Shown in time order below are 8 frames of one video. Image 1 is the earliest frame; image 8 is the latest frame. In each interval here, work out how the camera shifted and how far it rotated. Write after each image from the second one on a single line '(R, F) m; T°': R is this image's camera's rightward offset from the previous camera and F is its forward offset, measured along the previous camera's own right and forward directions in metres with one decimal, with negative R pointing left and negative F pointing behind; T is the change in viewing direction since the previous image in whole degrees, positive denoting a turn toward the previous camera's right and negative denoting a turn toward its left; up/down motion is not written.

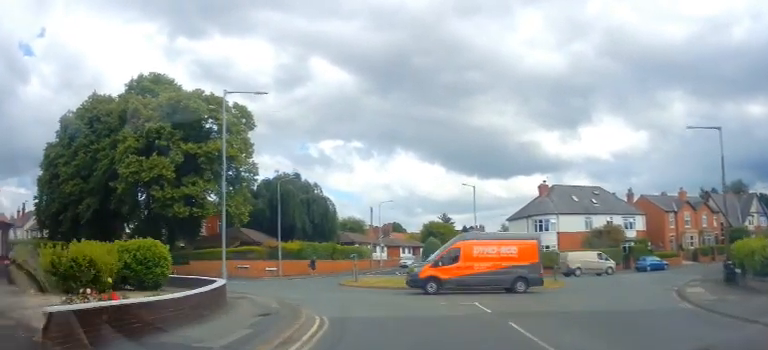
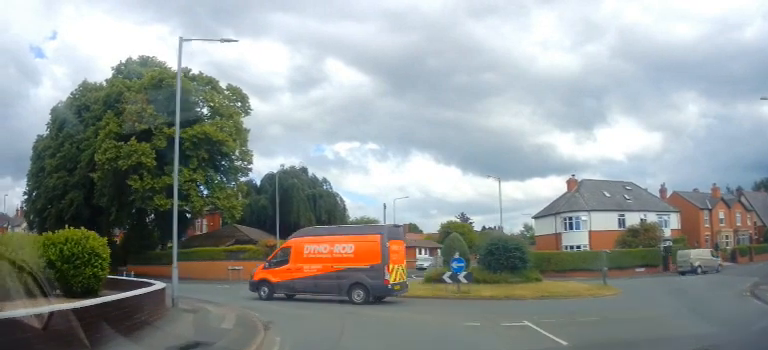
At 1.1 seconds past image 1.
(-0.1, +5.3) m; -2°
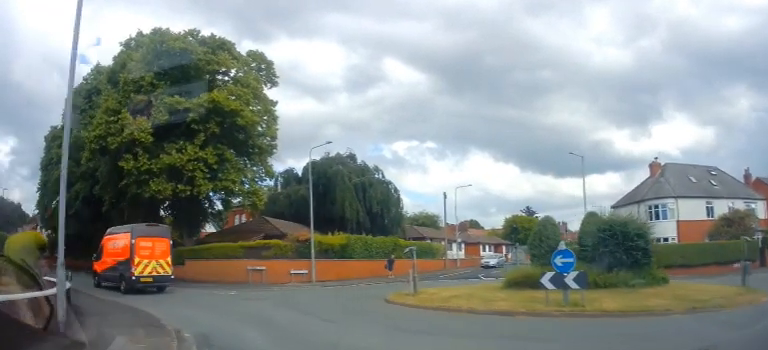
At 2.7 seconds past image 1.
(-0.3, +7.0) m; -8°
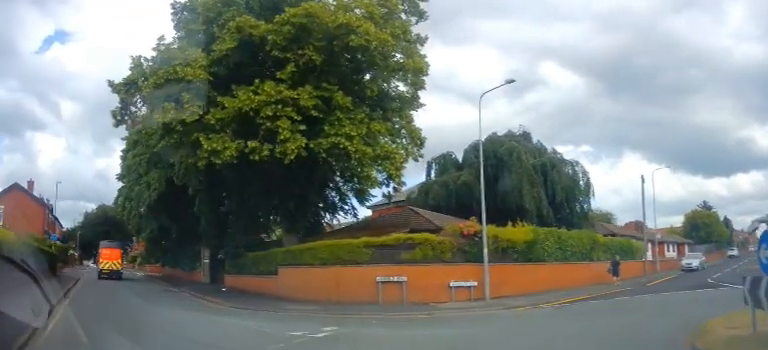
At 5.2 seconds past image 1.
(-0.9, +10.4) m; -4°
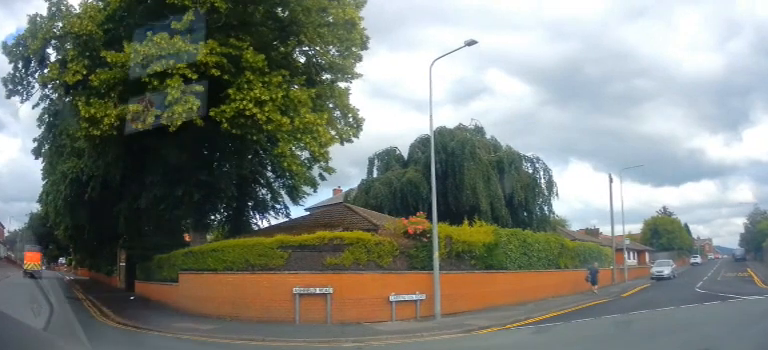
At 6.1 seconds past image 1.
(+0.1, +3.6) m; +9°
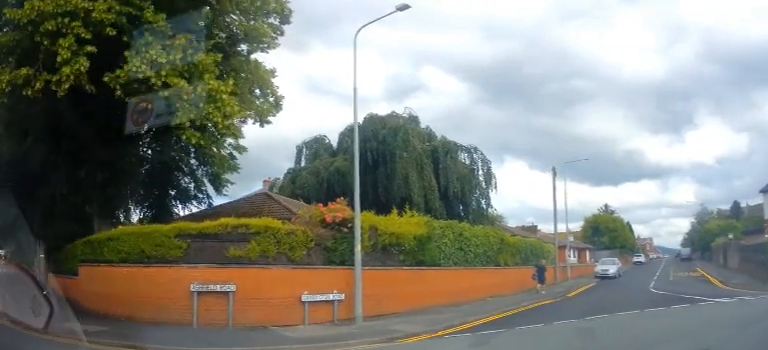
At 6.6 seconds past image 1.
(-0.1, +1.7) m; +7°
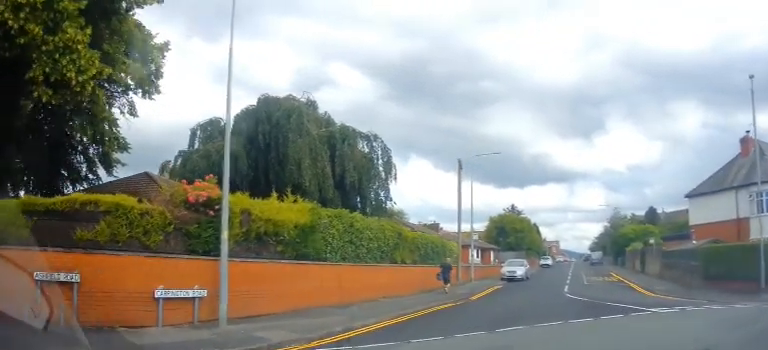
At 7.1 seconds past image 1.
(+0.3, +1.7) m; +11°
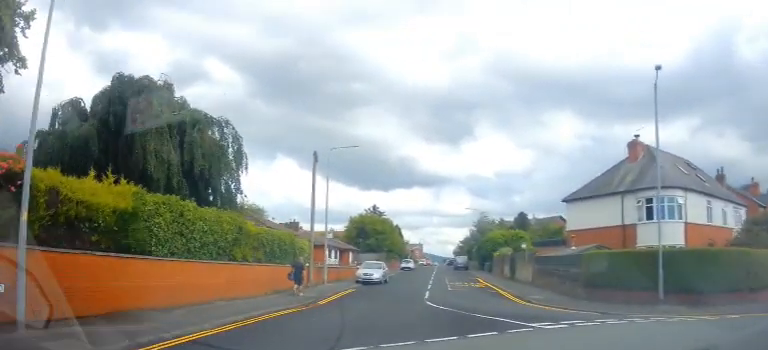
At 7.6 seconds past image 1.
(0.0, +1.8) m; +13°
